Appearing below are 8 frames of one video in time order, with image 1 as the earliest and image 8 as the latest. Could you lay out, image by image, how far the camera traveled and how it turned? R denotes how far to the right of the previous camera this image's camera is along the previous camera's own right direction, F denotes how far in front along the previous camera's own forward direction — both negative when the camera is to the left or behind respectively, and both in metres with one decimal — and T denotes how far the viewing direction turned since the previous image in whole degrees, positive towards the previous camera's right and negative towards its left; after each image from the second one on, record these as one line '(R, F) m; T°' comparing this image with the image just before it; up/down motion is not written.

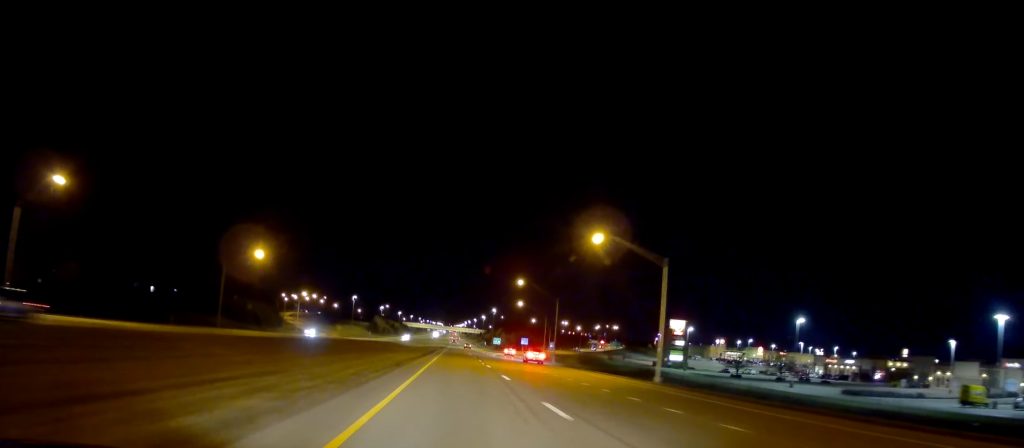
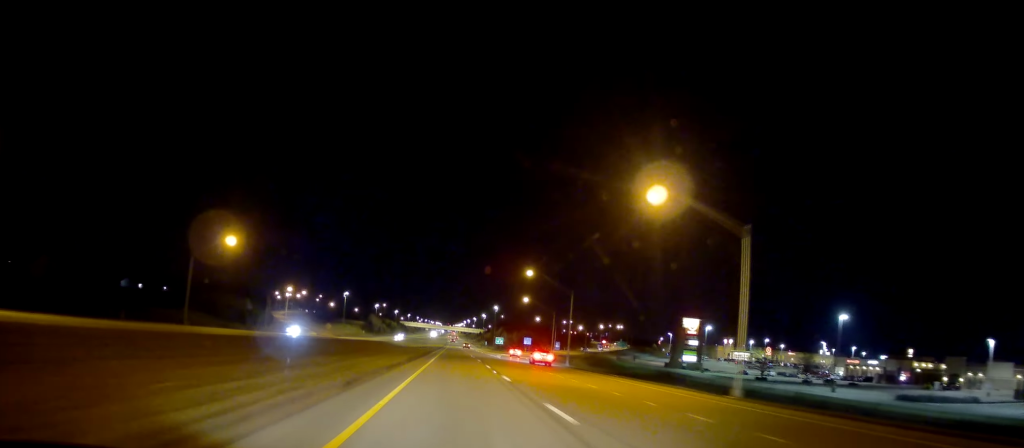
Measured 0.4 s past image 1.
(+0.1, +12.7) m; 0°
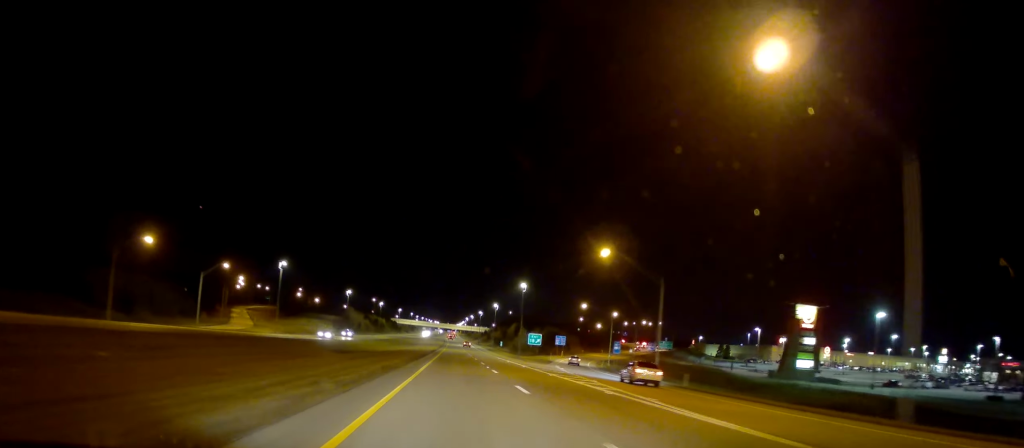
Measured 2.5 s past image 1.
(-0.6, +66.0) m; 0°
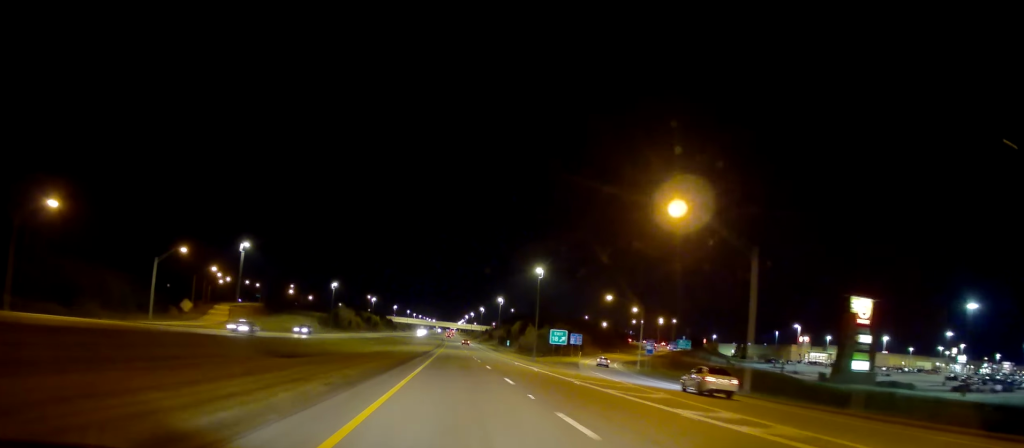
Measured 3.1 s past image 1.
(+0.1, +20.4) m; 0°
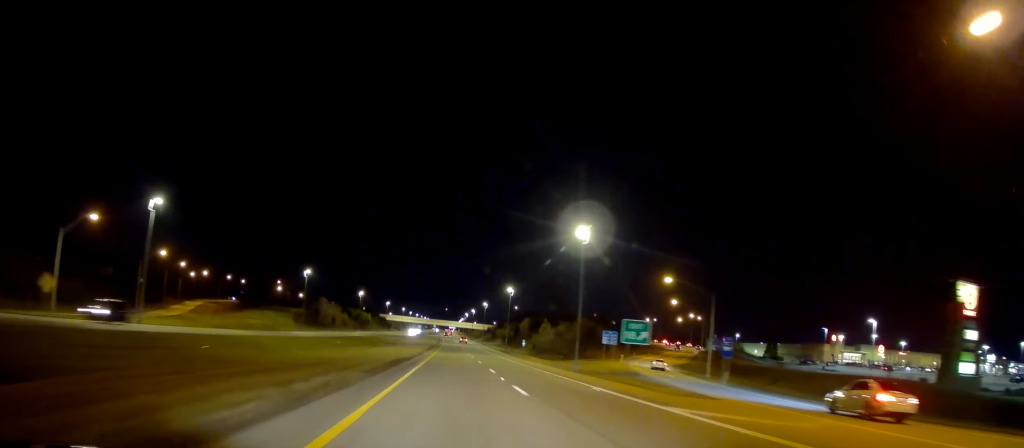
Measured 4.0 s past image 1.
(0.0, +28.9) m; 0°
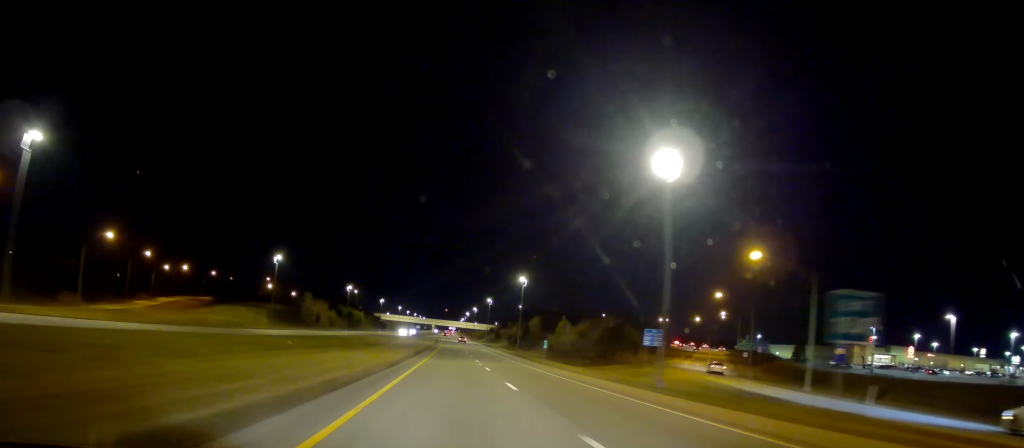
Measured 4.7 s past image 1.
(0.0, +22.4) m; 0°
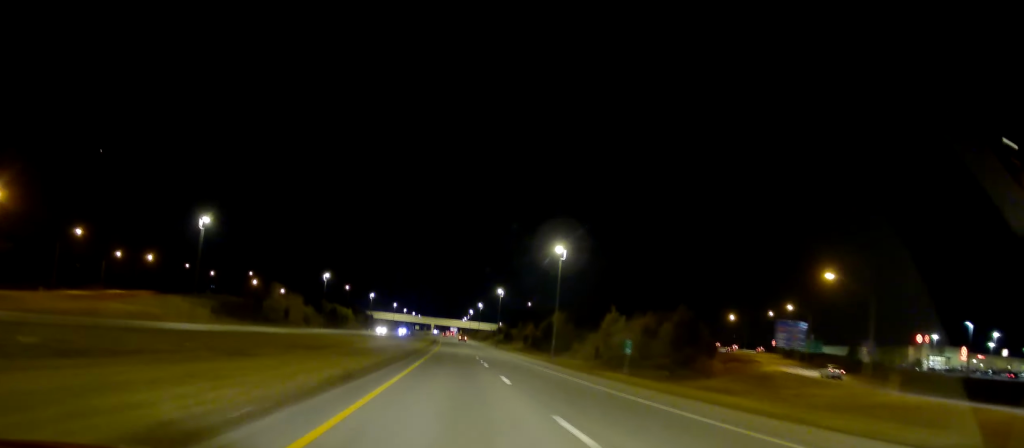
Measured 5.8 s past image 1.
(0.0, +34.1) m; 0°
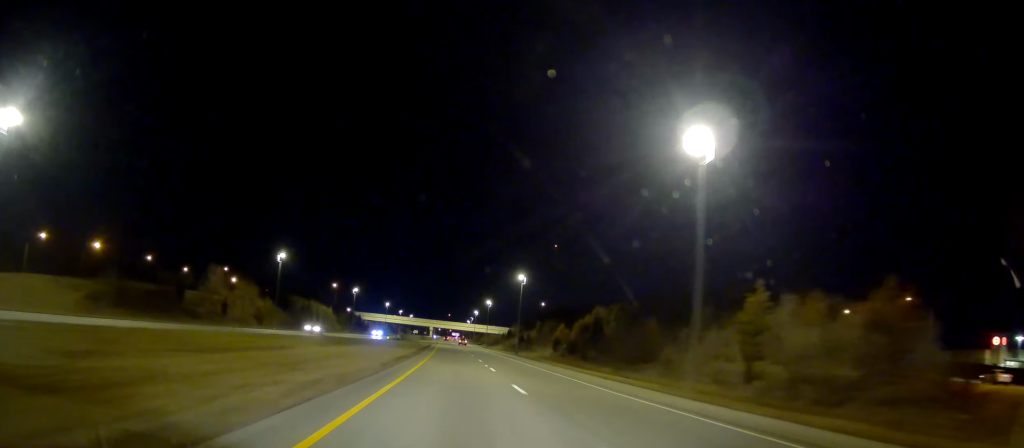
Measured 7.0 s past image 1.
(-0.1, +39.4) m; 0°
